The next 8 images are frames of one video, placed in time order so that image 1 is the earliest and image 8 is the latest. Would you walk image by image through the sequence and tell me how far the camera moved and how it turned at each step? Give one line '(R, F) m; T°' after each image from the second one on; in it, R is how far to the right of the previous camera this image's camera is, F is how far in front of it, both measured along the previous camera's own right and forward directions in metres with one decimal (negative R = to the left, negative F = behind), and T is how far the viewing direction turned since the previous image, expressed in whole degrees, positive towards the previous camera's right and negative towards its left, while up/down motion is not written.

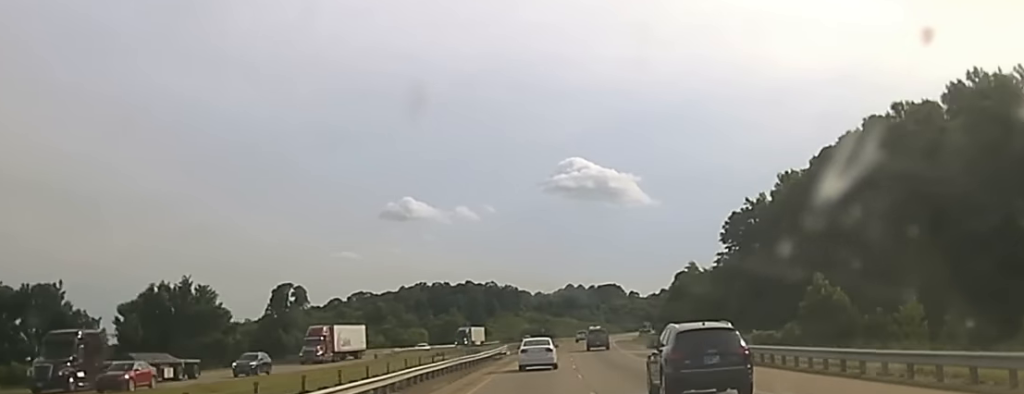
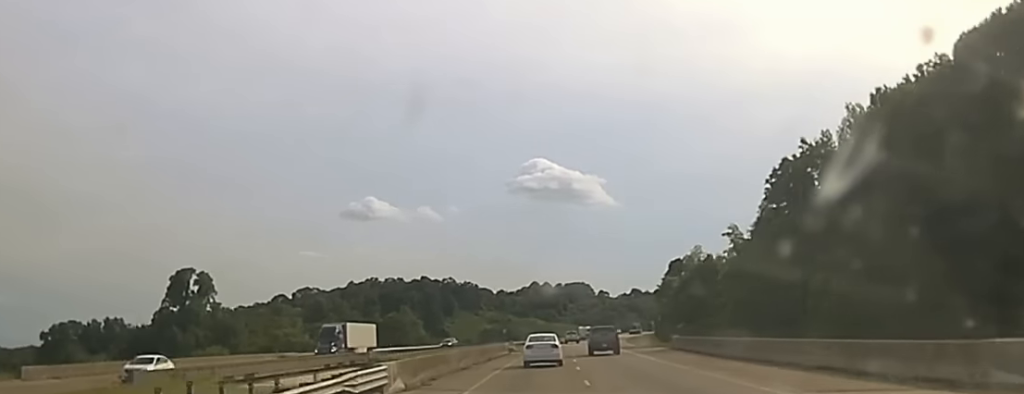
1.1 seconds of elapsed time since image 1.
(+1.0, +53.6) m; +2°
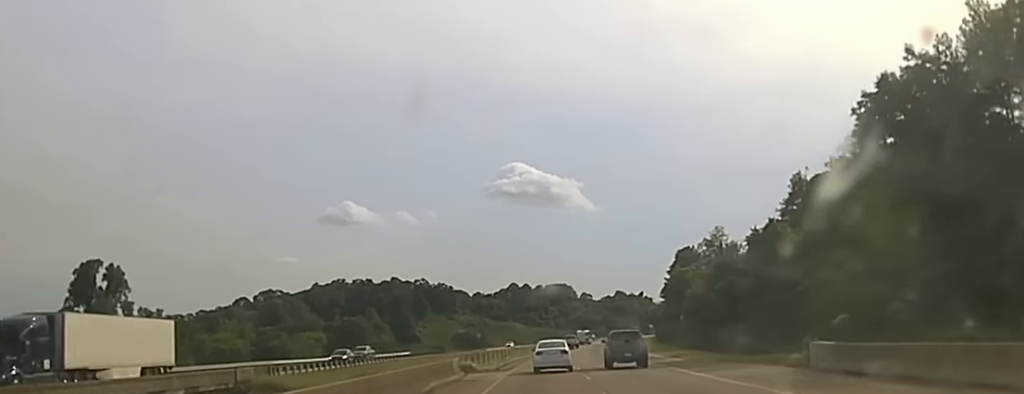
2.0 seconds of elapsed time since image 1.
(+0.6, +42.2) m; +1°
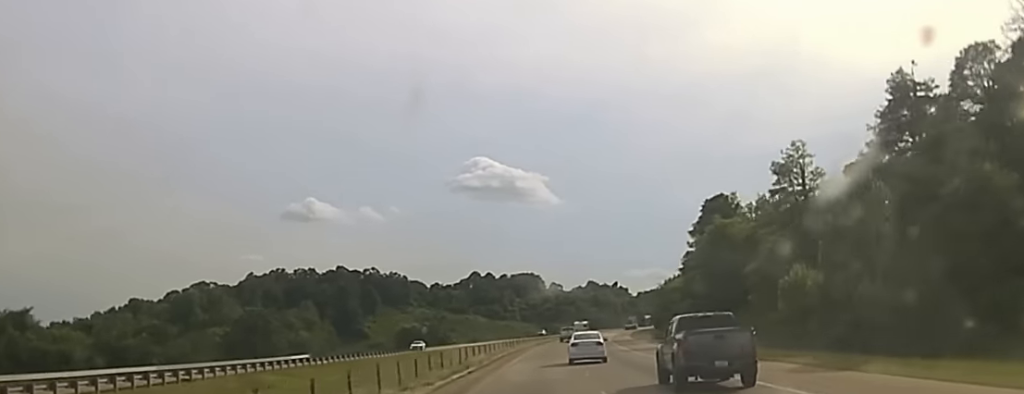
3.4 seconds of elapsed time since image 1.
(+1.1, +61.8) m; +2°
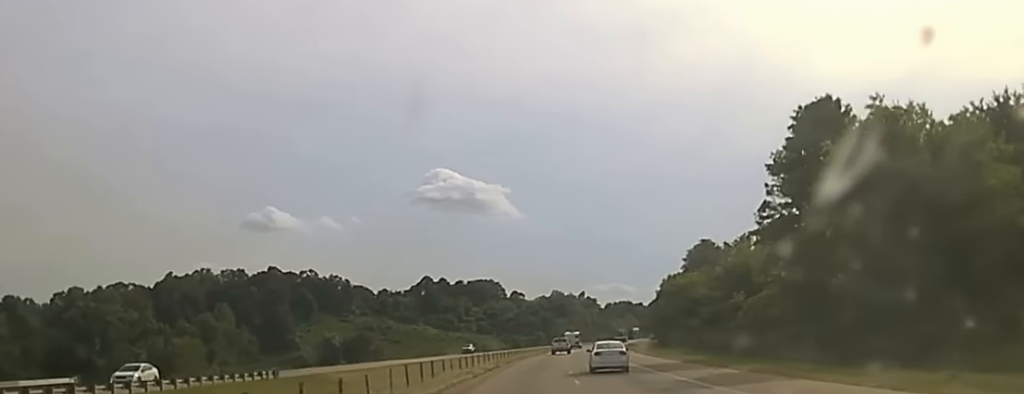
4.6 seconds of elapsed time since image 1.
(+0.7, +59.4) m; +2°
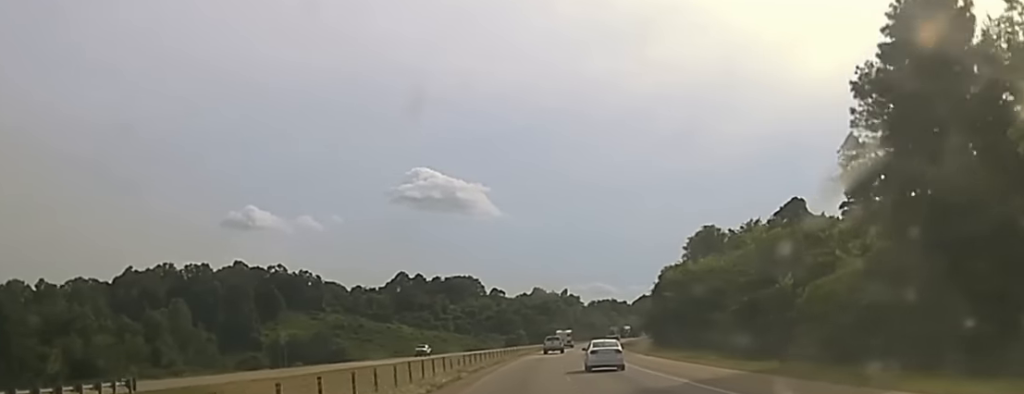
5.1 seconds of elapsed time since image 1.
(+0.2, +22.5) m; +1°
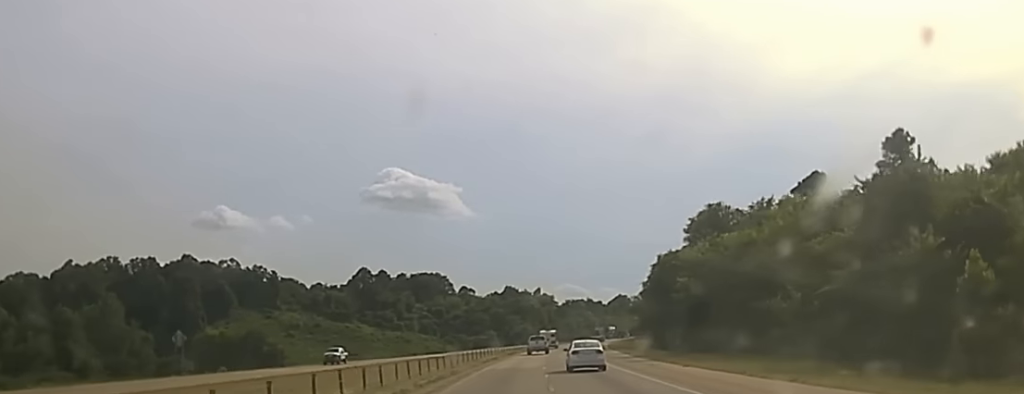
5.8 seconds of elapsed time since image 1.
(+0.4, +29.4) m; +2°
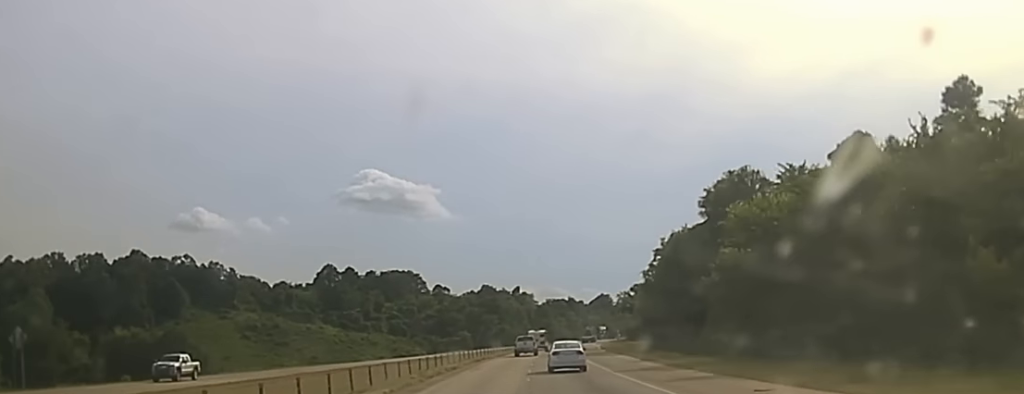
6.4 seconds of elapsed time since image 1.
(+0.7, +29.6) m; +1°
